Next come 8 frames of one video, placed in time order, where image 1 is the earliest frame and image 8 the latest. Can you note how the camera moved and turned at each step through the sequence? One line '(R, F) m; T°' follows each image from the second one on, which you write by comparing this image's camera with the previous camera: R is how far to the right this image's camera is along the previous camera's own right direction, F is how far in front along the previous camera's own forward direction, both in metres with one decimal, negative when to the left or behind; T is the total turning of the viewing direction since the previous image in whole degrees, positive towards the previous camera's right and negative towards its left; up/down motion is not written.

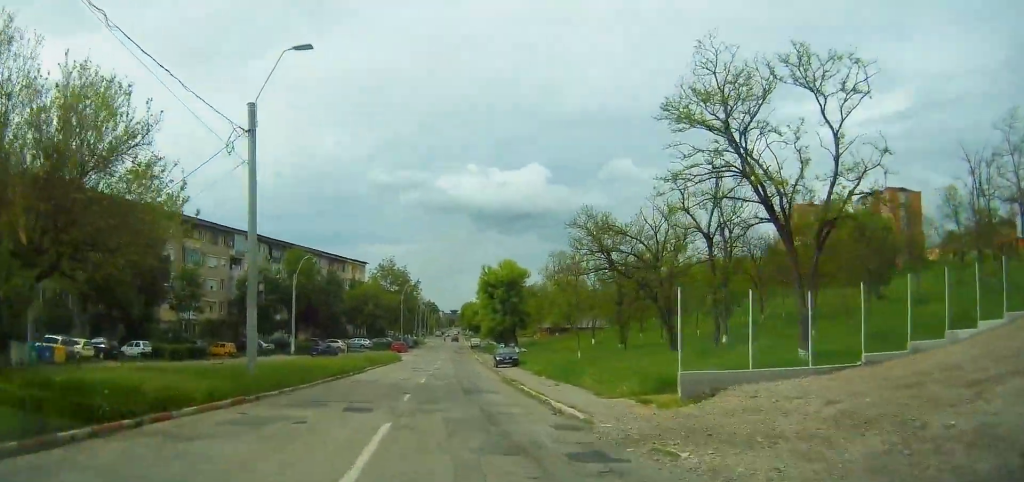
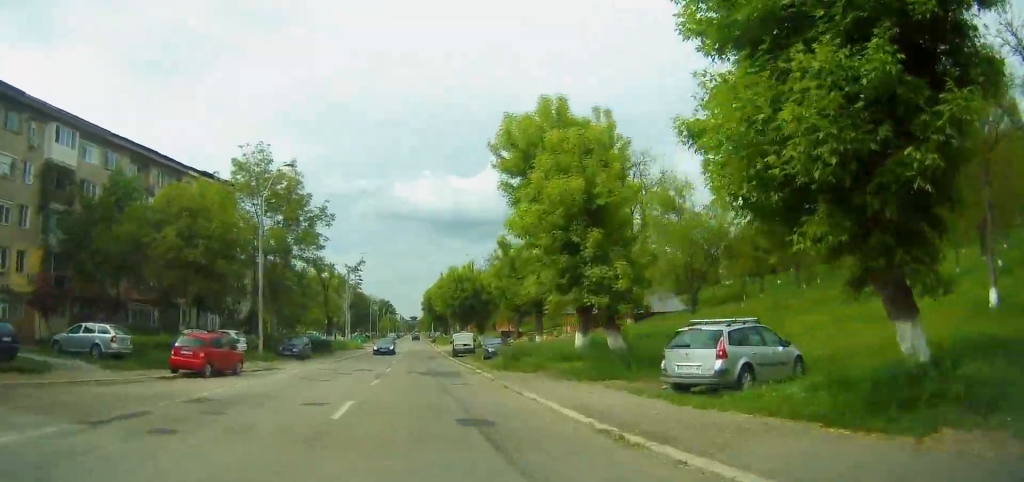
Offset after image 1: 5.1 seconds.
(+3.9, +65.3) m; +4°
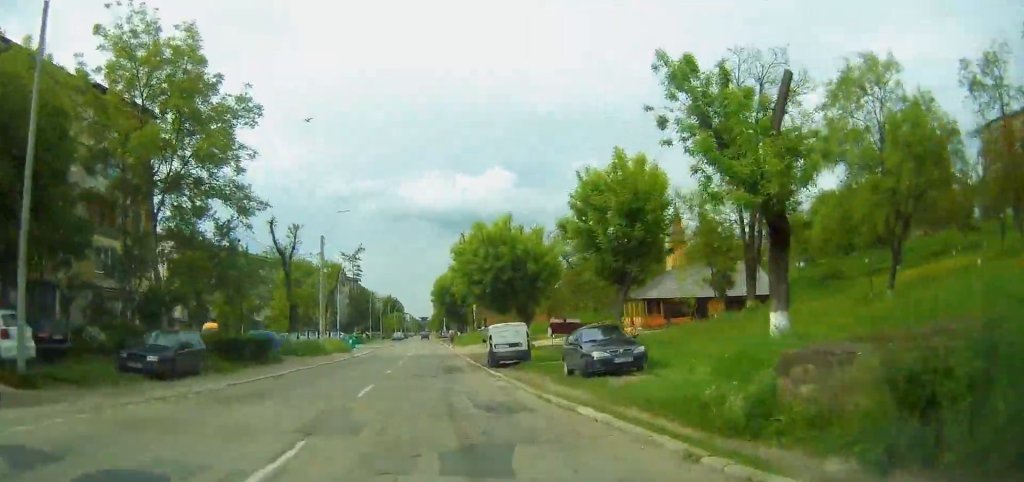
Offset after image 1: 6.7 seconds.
(+0.1, +23.7) m; +1°
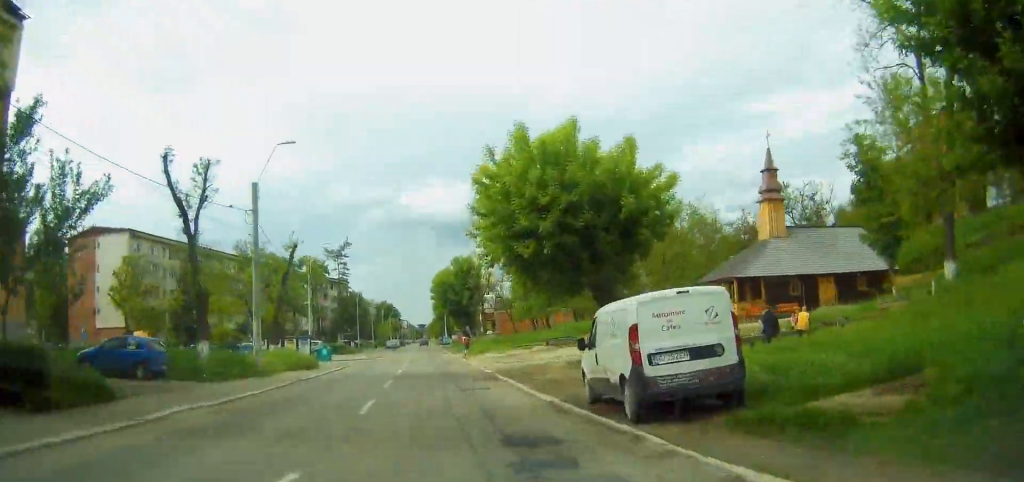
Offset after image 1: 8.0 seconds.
(+0.1, +19.7) m; 0°
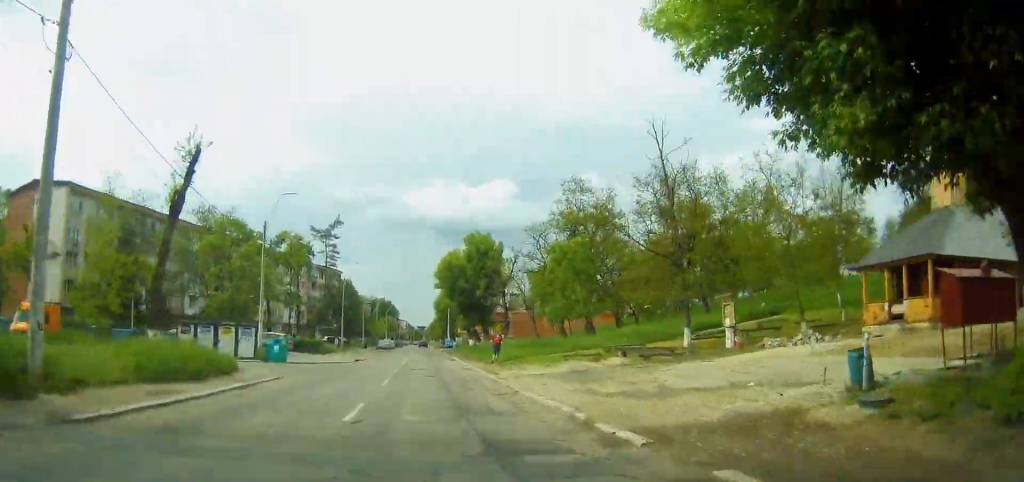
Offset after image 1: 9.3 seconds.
(+0.2, +18.9) m; 0°
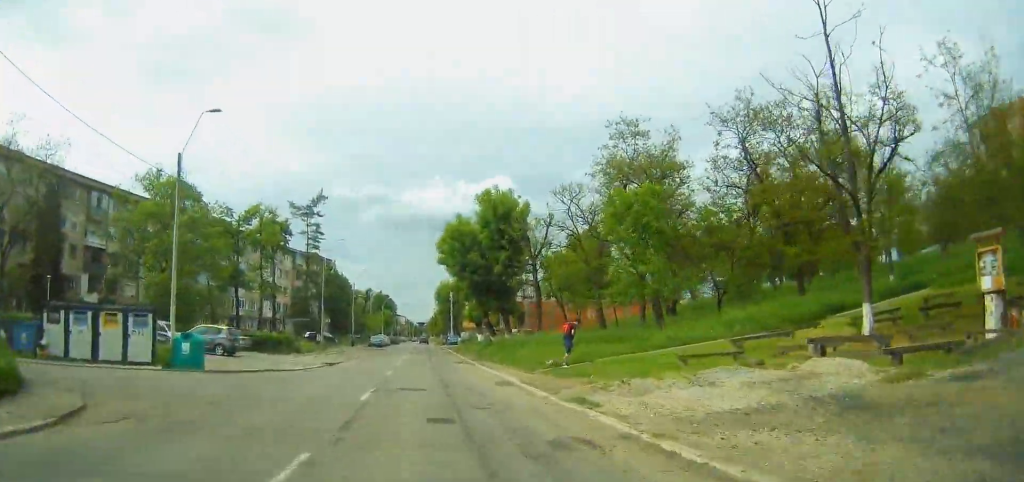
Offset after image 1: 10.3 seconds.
(-0.2, +15.8) m; 0°
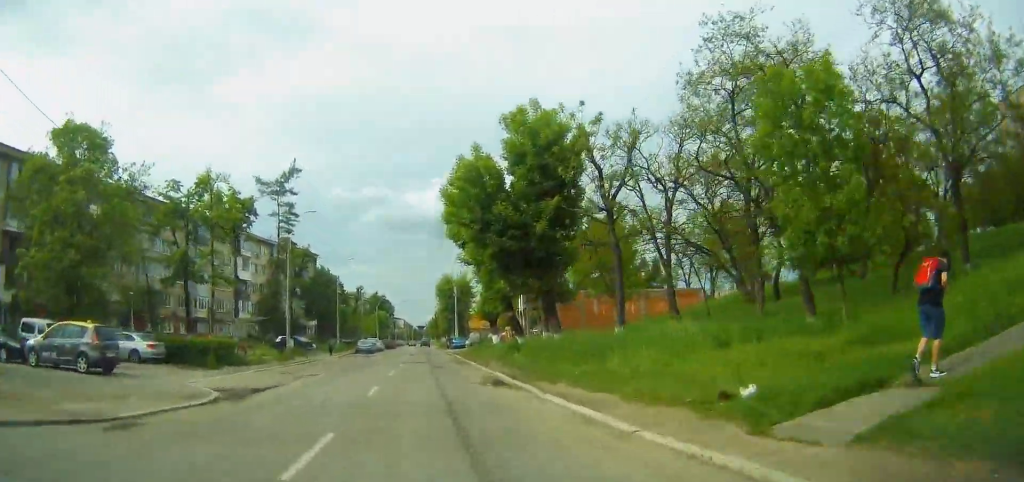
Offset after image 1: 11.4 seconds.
(-0.1, +16.2) m; 0°
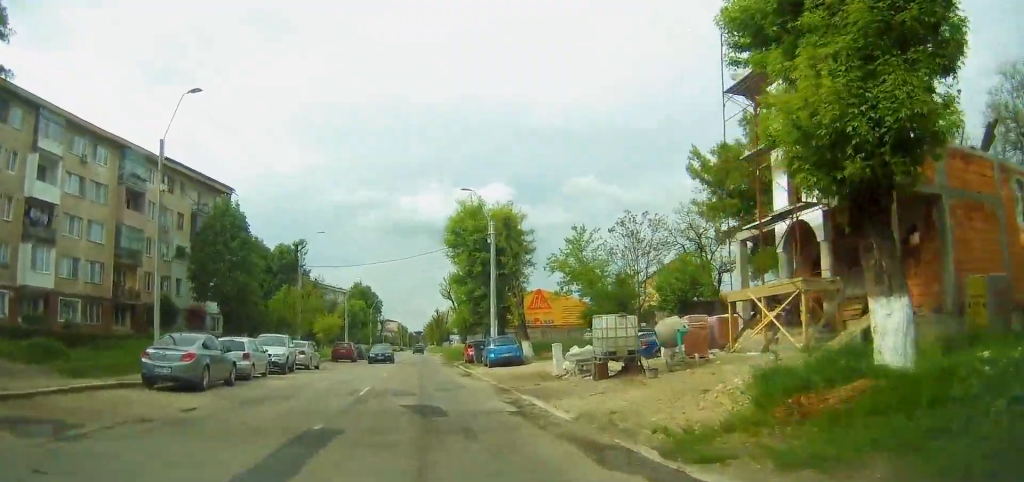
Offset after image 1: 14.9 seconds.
(+0.6, +52.2) m; +1°
